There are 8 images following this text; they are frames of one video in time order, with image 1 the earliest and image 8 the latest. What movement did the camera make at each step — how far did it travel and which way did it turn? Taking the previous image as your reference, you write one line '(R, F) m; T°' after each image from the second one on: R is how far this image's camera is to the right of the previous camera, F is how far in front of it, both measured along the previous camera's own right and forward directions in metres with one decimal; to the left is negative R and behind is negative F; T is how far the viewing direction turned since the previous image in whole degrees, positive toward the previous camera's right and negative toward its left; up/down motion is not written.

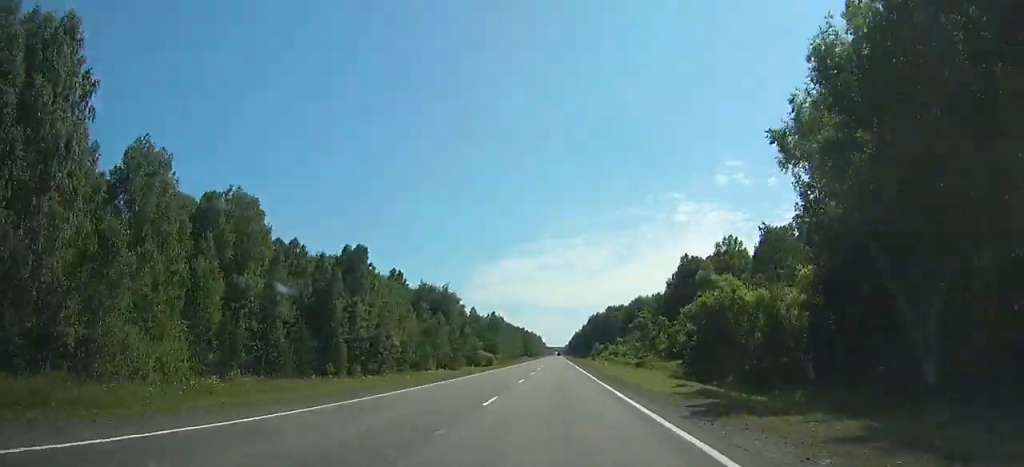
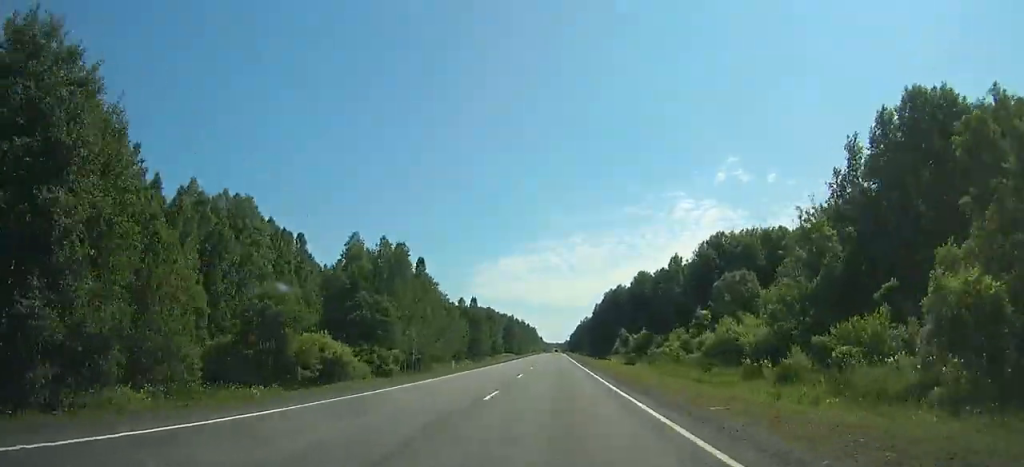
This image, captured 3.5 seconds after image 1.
(-6.4, +107.3) m; -5°
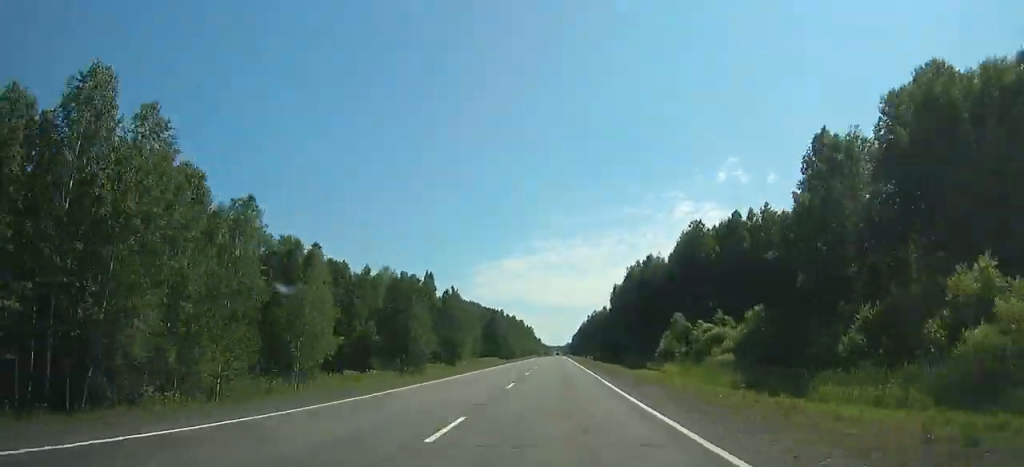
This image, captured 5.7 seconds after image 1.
(-0.9, +72.1) m; 0°
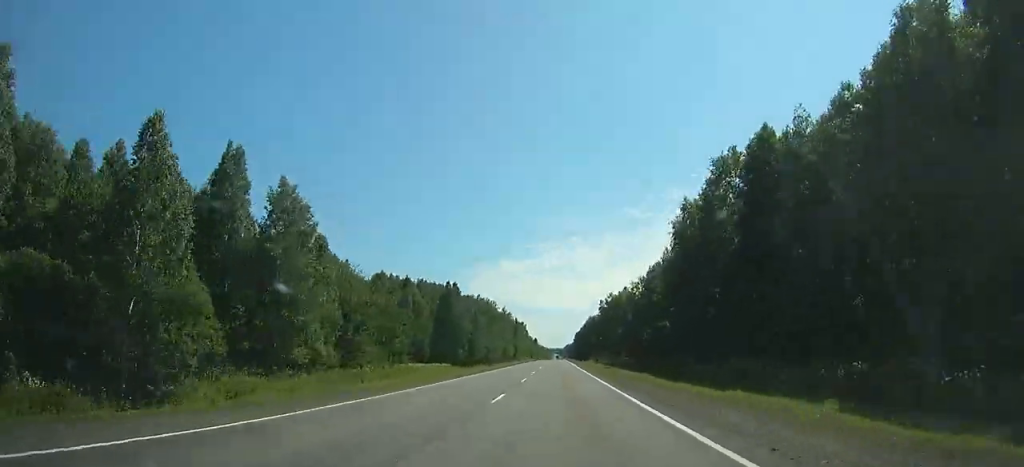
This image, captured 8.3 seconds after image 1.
(+2.2, +84.3) m; +2°
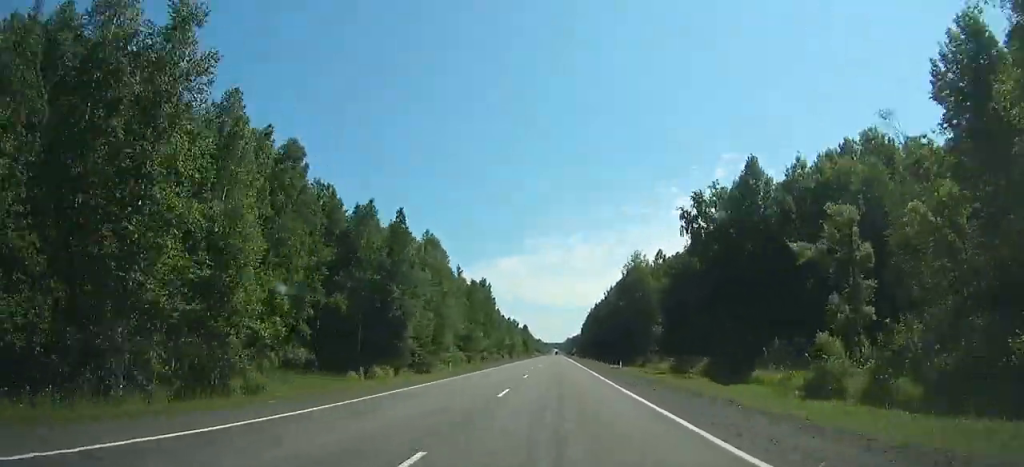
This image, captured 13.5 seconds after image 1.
(+1.2, +162.2) m; 0°
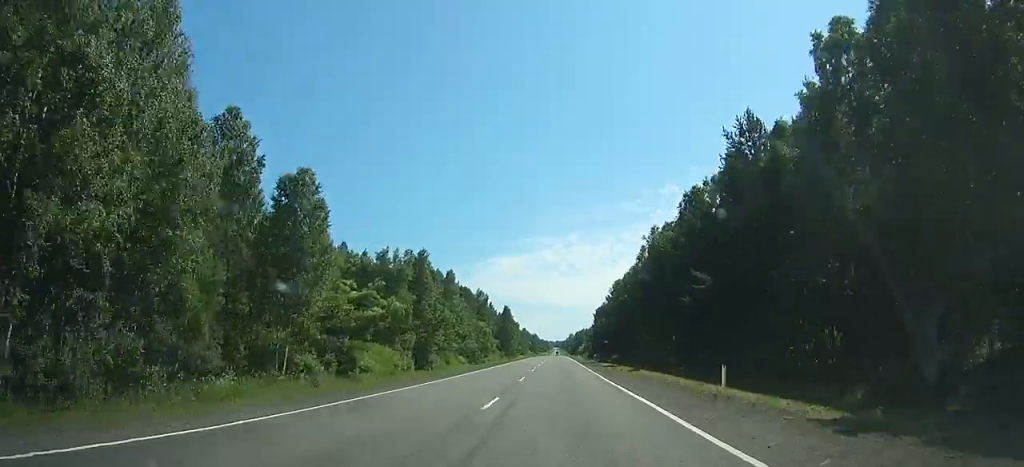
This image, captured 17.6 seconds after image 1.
(-0.3, +124.8) m; 0°
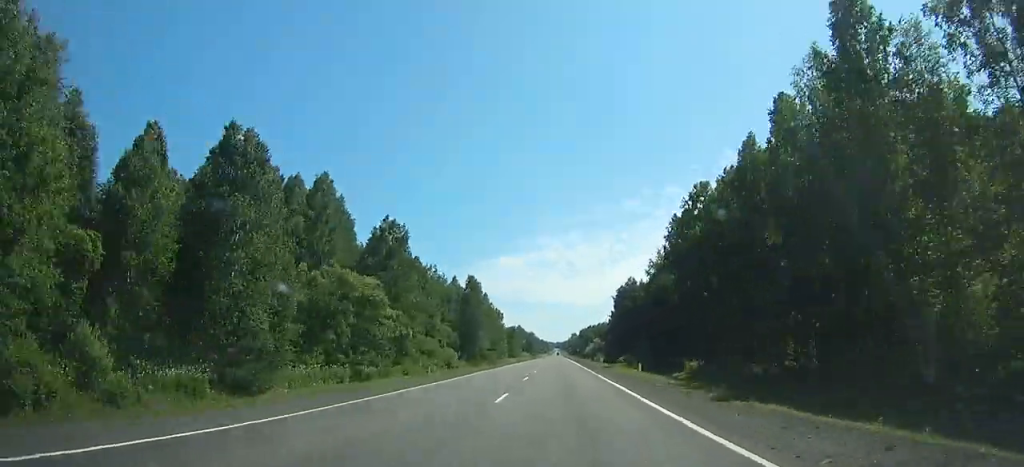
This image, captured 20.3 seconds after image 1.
(+0.1, +82.2) m; 0°
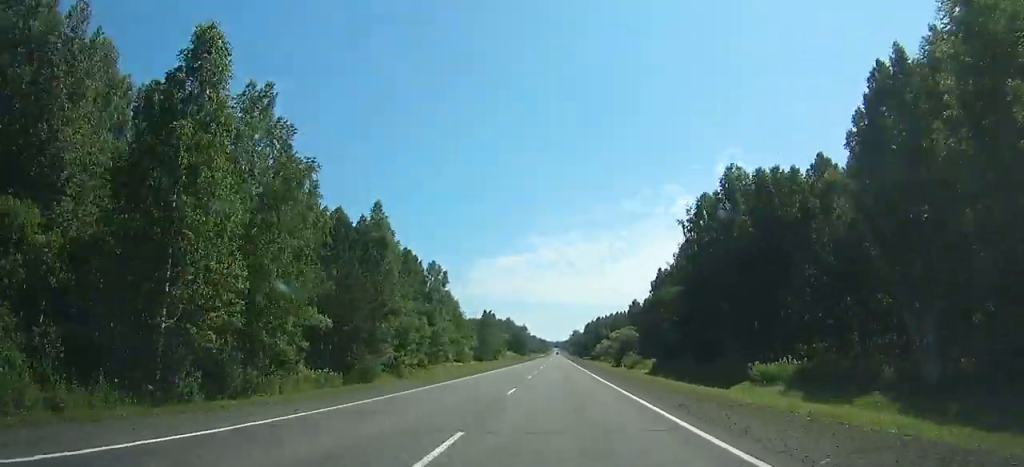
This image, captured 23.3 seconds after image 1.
(-0.1, +91.4) m; 0°
